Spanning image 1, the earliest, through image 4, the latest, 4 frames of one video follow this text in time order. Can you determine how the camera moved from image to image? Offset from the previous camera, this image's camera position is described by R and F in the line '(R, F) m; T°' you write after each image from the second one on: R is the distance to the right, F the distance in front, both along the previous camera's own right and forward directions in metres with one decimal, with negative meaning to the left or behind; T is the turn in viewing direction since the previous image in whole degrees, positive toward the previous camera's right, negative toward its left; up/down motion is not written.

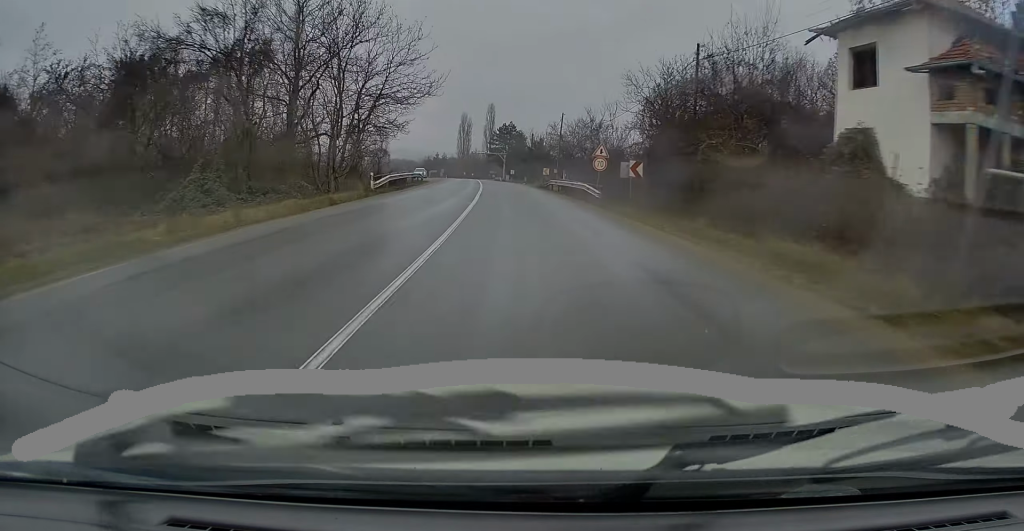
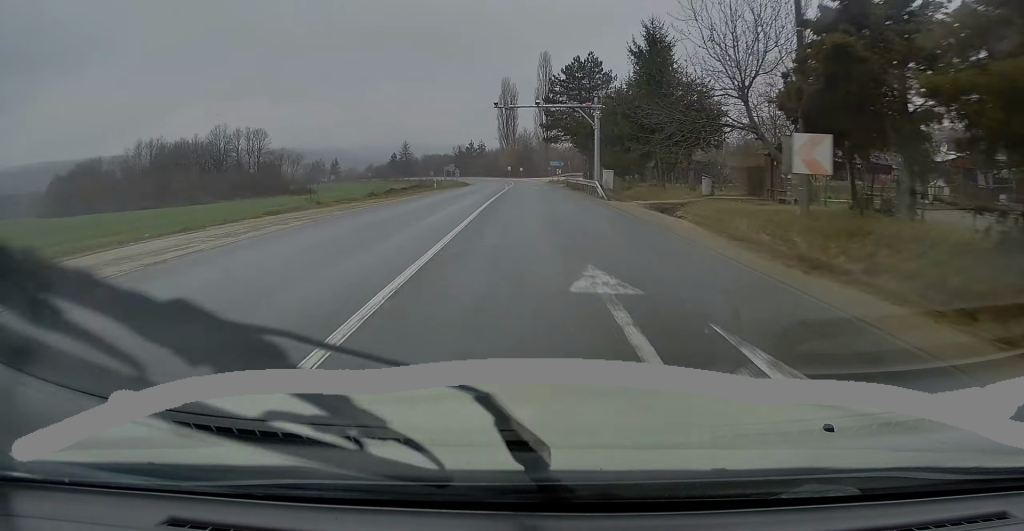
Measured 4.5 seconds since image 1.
(-6.1, +91.7) m; -5°
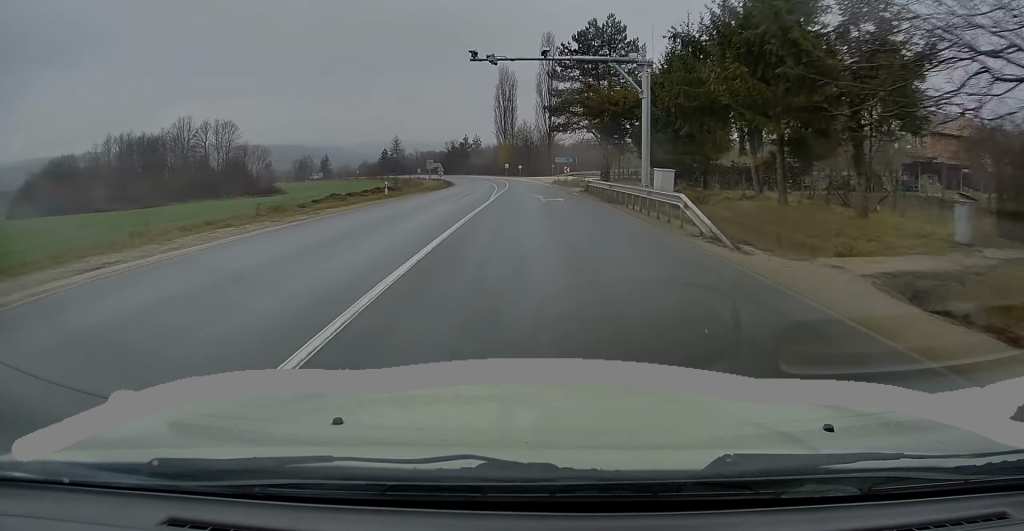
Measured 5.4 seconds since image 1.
(+0.4, +18.7) m; 0°
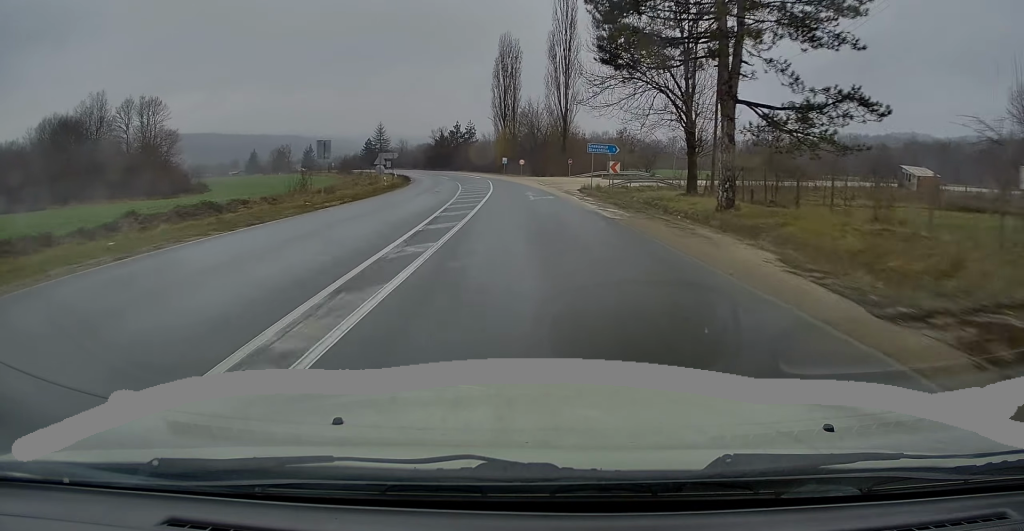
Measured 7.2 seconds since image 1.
(-0.8, +35.9) m; -1°
